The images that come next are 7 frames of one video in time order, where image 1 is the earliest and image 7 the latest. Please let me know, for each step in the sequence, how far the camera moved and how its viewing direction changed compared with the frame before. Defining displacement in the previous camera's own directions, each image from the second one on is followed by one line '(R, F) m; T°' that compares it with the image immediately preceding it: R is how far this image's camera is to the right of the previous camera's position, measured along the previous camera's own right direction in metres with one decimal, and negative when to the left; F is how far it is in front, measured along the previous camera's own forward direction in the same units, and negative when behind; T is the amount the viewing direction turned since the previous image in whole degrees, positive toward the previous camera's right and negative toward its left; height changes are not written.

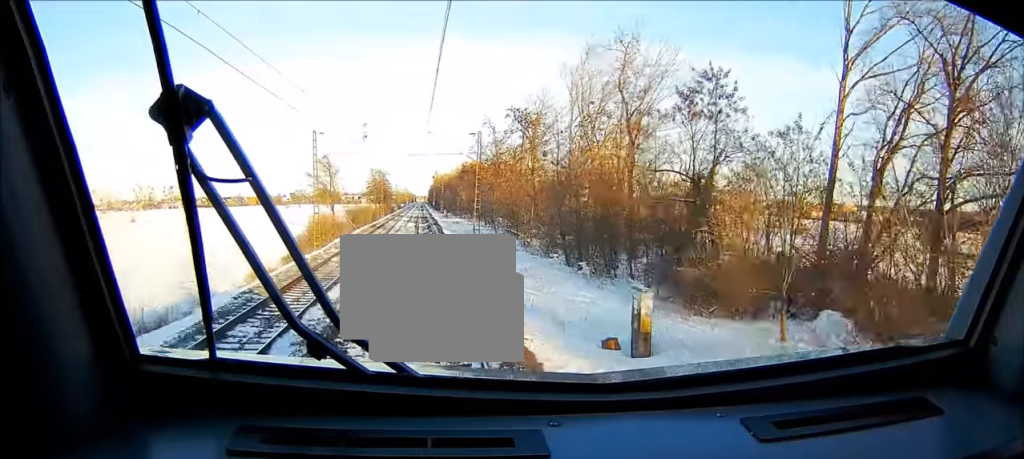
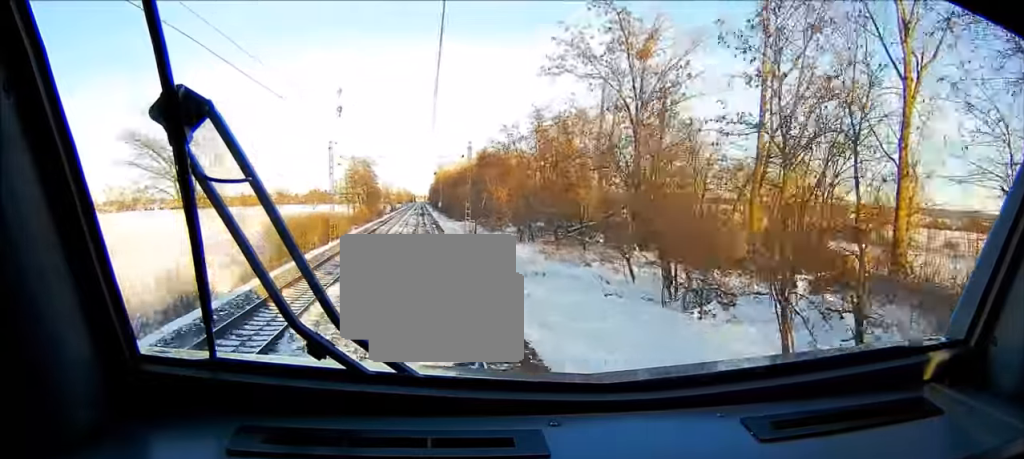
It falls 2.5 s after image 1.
(-0.3, +70.5) m; 0°
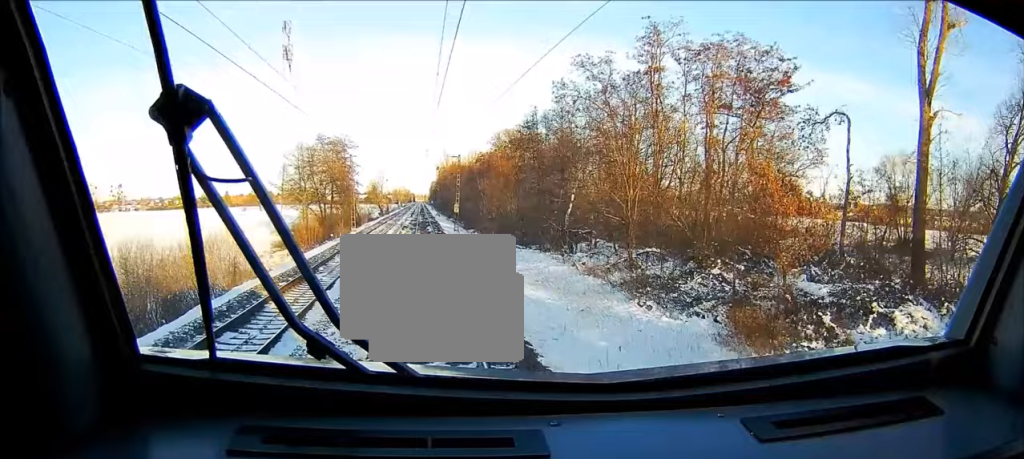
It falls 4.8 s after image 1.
(+0.1, +63.0) m; 0°
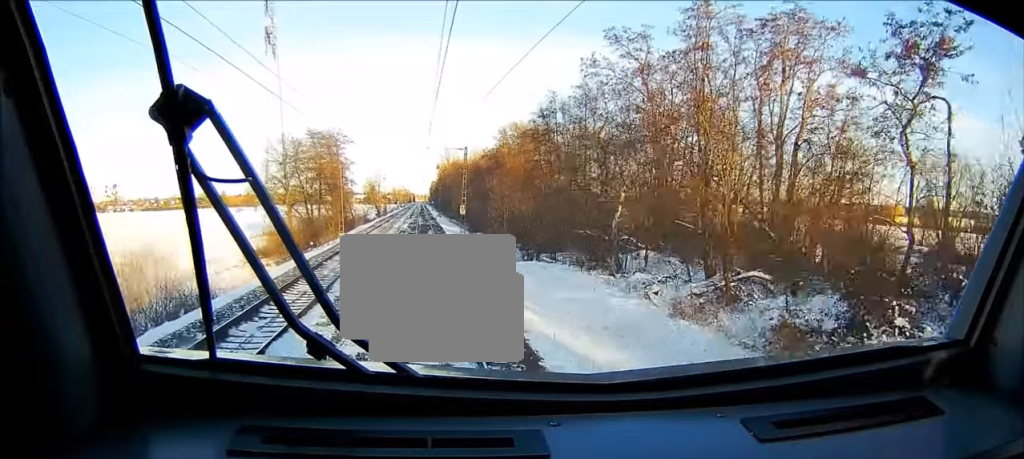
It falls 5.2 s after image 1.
(-0.1, +11.1) m; 0°
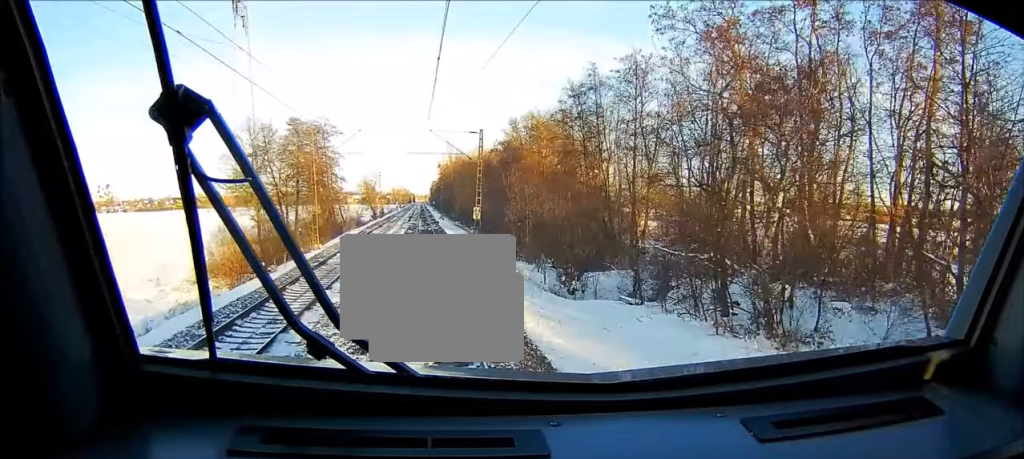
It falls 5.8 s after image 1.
(-0.1, +15.7) m; 0°
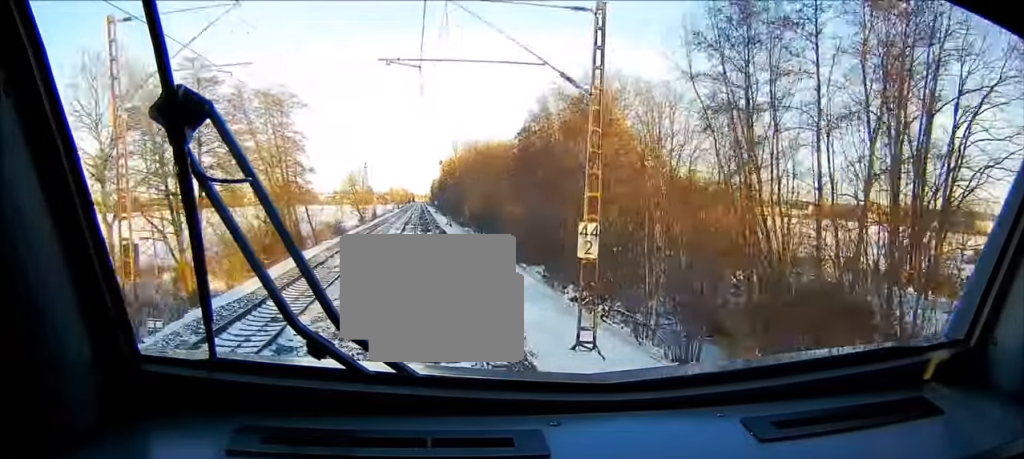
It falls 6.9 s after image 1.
(+0.1, +30.5) m; 0°
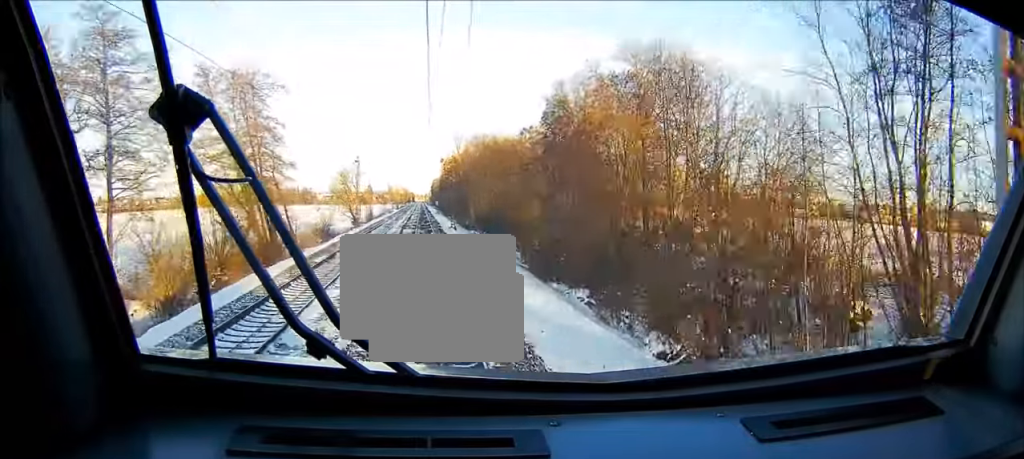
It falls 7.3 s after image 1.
(0.0, +12.0) m; 0°
